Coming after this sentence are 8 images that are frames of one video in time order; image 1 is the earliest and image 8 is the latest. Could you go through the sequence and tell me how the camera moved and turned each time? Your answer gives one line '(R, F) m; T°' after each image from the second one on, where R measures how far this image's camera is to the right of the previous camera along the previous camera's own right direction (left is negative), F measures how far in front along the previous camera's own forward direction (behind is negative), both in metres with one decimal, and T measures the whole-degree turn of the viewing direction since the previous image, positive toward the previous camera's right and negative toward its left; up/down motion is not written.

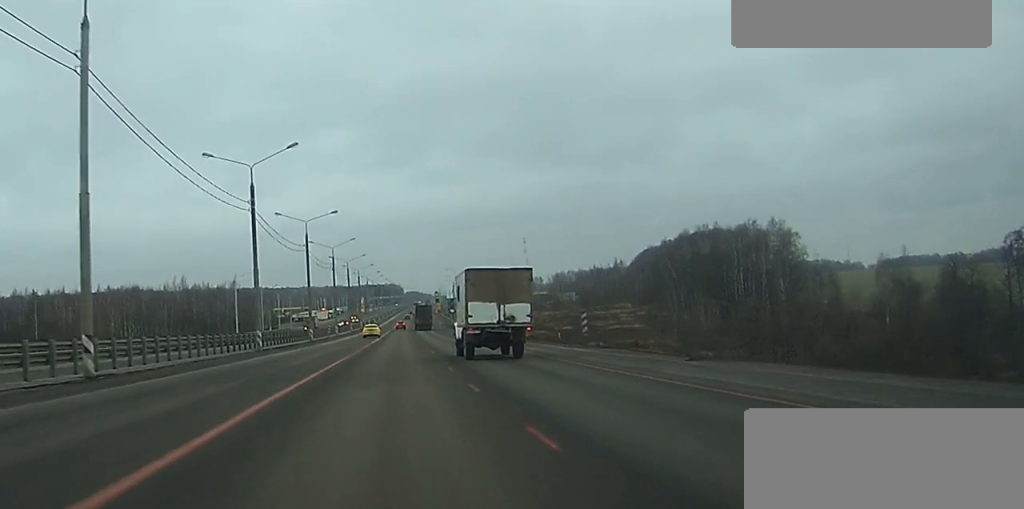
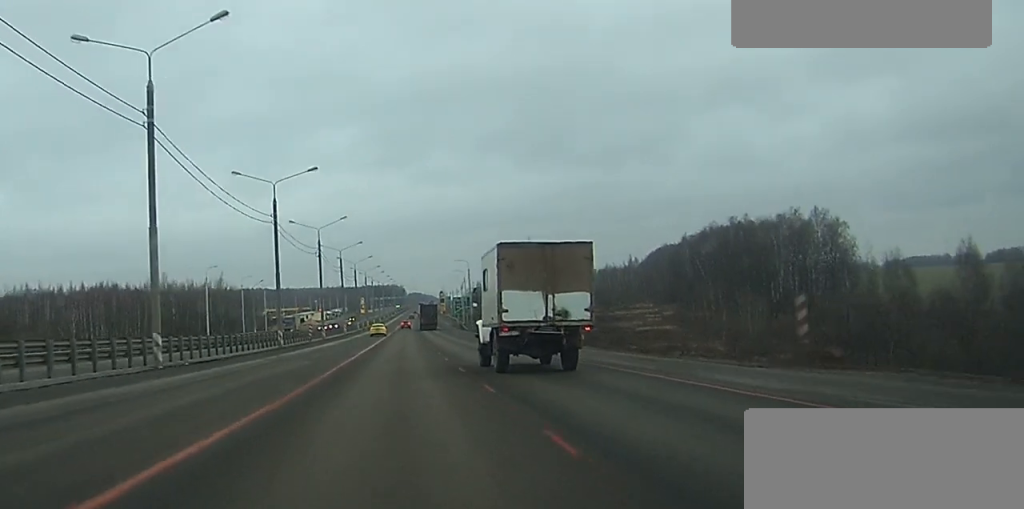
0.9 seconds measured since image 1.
(+0.1, +24.5) m; 0°
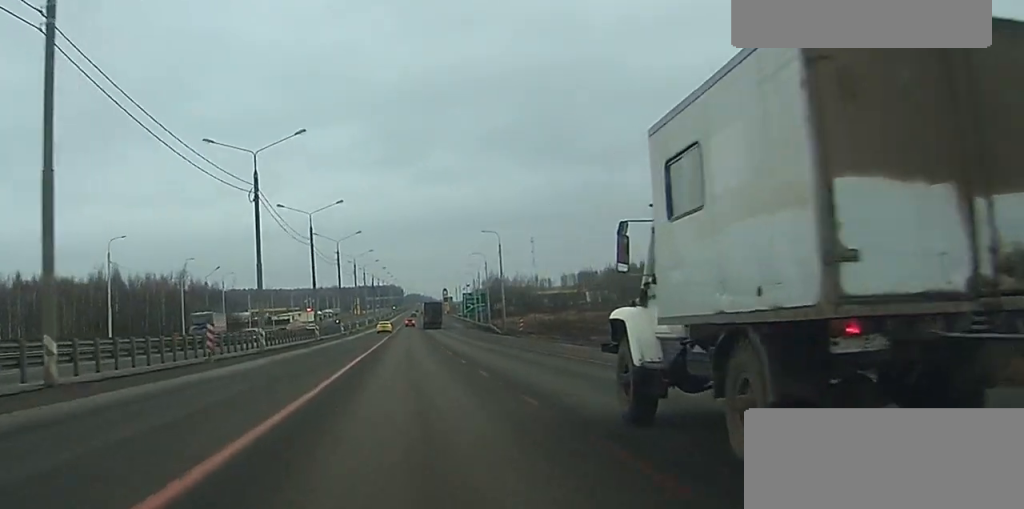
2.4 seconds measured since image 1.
(-0.1, +42.4) m; 0°
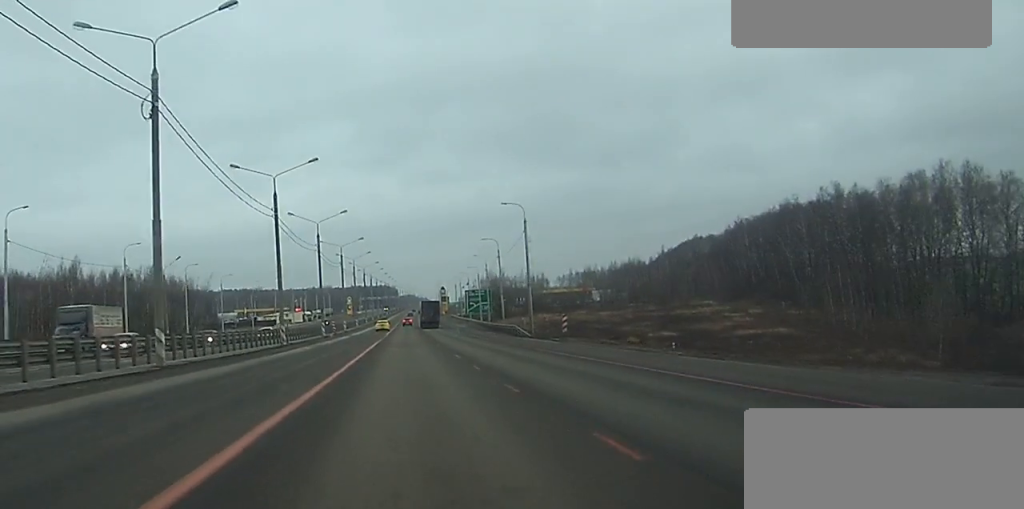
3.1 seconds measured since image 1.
(+0.1, +21.7) m; 0°
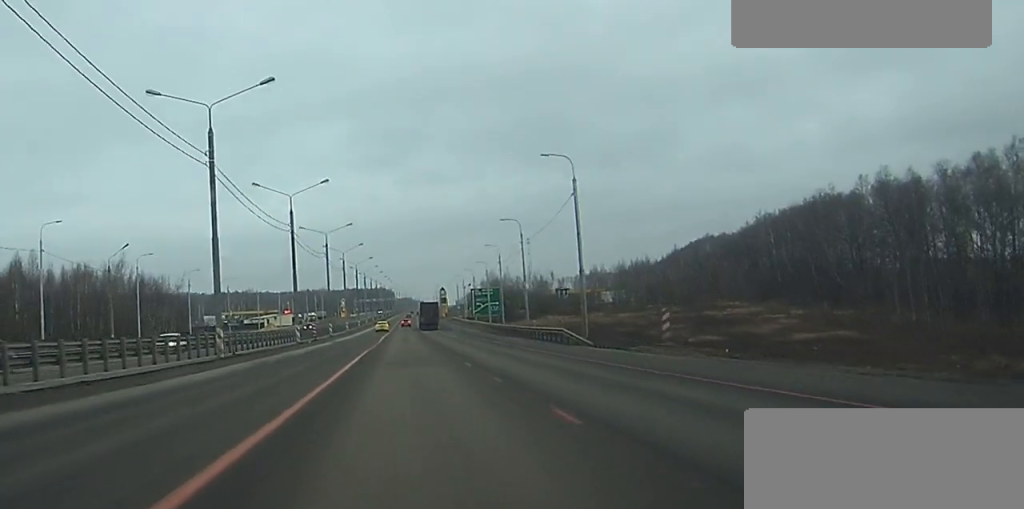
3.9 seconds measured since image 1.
(+0.1, +21.6) m; 0°
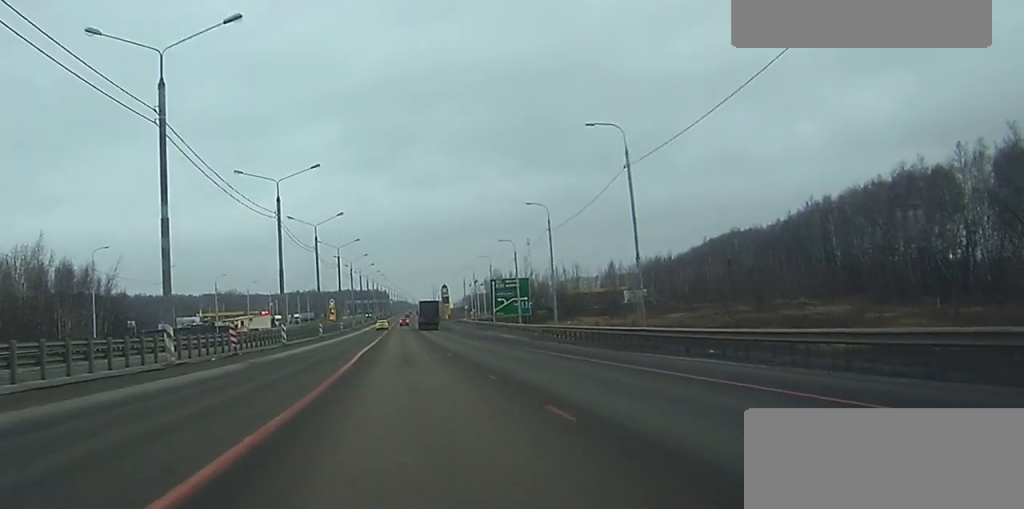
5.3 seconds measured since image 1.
(+0.2, +39.3) m; 0°
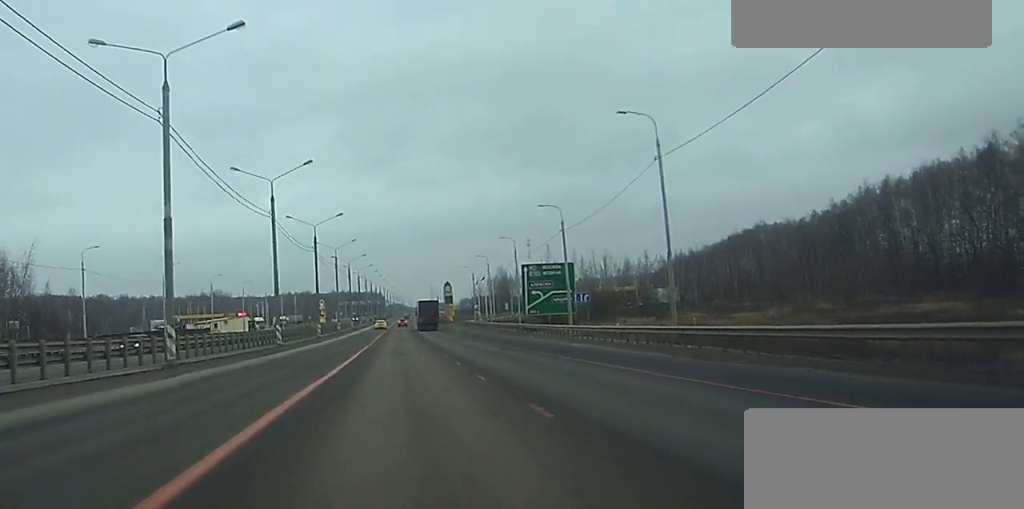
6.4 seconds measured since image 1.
(0.0, +31.6) m; 0°
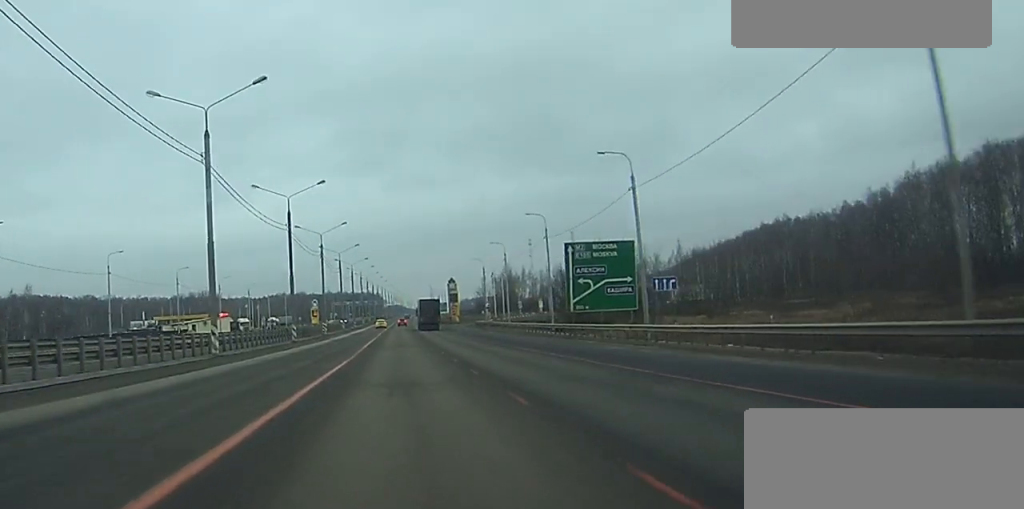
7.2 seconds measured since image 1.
(0.0, +22.2) m; 0°
